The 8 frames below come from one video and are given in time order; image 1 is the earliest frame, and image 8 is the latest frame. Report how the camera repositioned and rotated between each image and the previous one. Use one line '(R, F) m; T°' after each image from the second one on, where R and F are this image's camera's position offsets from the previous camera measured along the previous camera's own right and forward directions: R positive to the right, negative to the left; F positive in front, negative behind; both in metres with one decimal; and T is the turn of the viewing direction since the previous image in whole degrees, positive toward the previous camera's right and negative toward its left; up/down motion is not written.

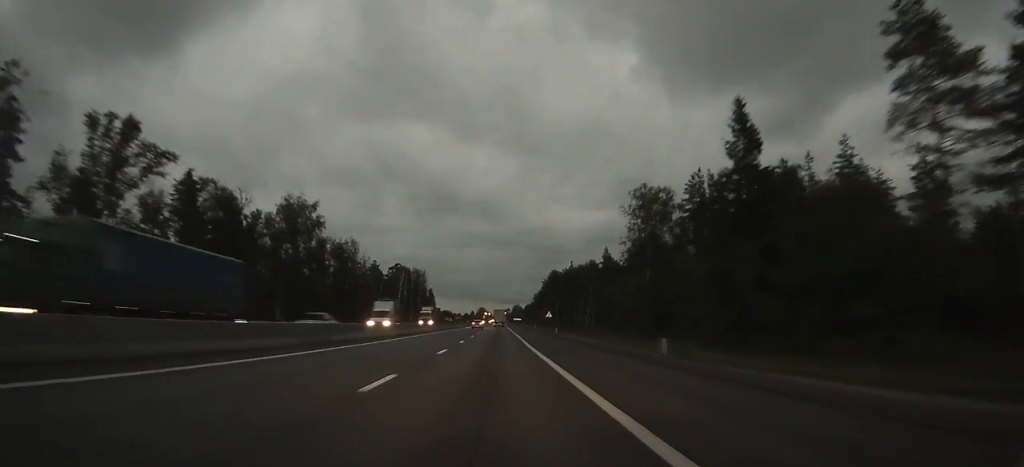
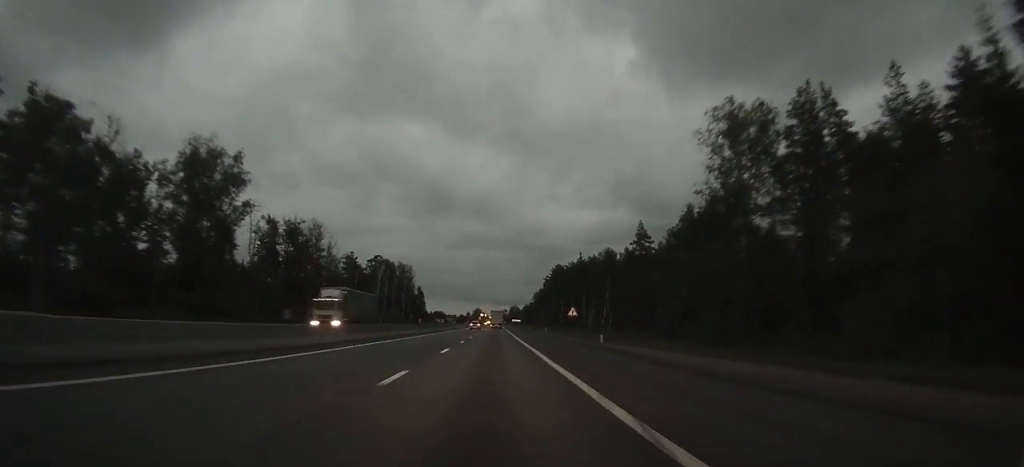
(-0.1, +34.6) m; 0°
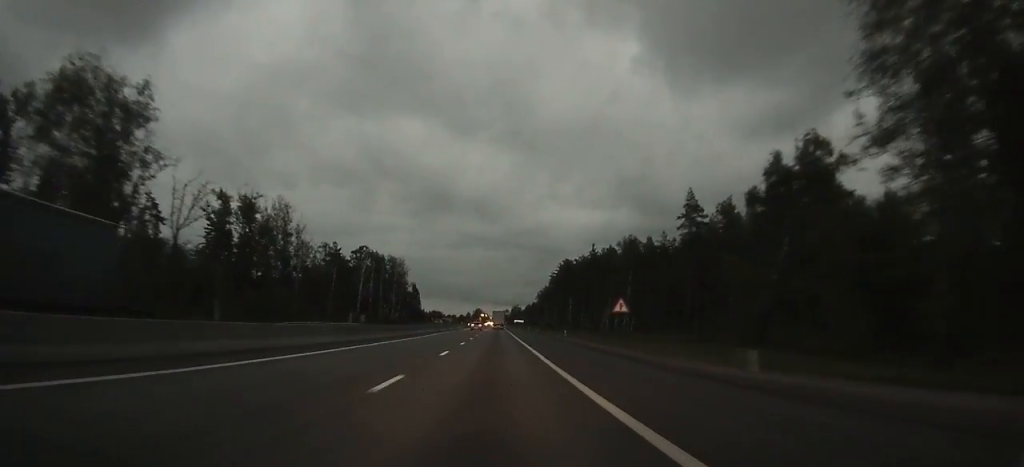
(0.0, +24.8) m; 0°
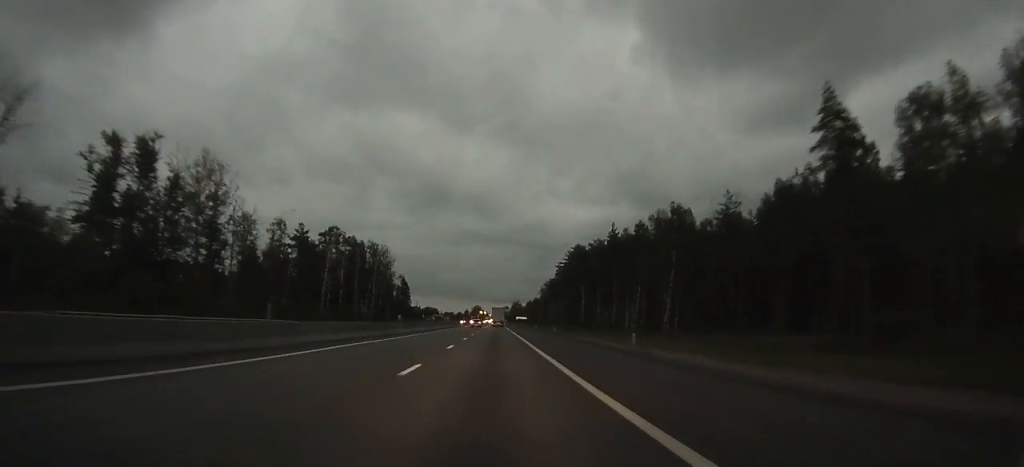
(+0.1, +33.2) m; 0°
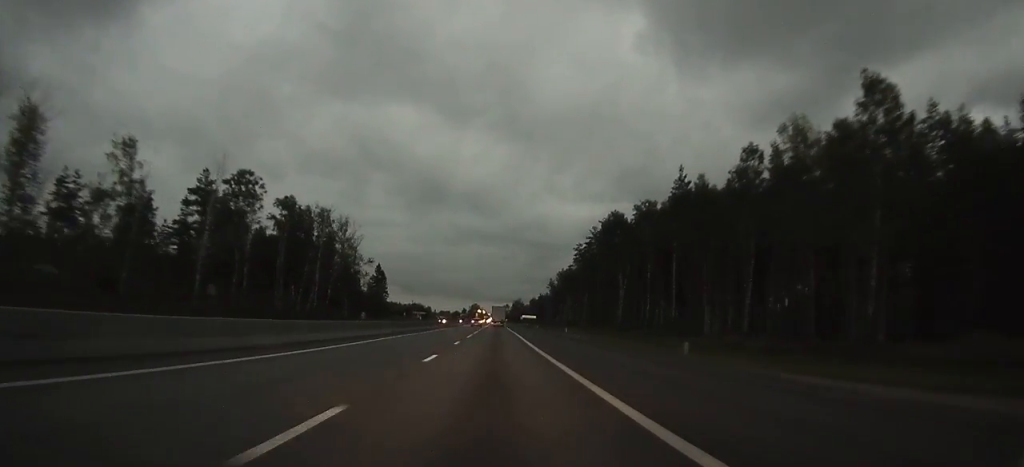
(-0.1, +56.5) m; 0°
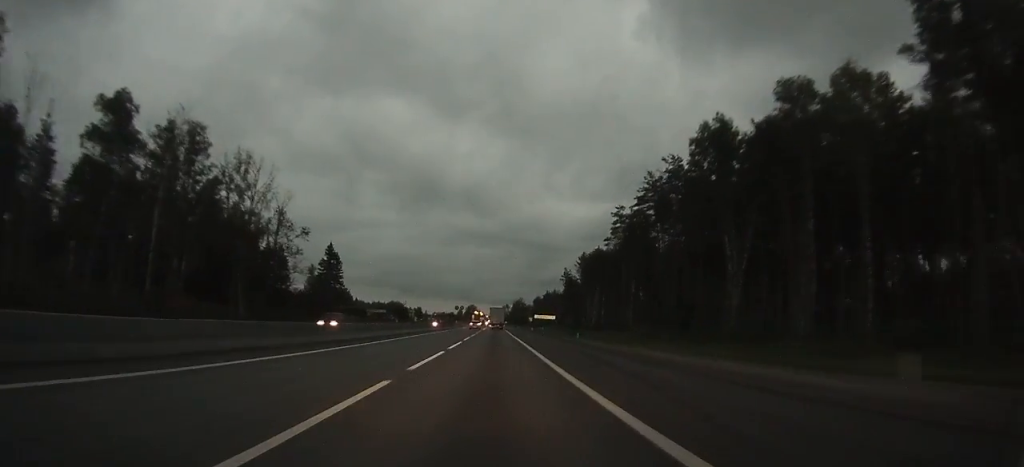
(+0.1, +61.5) m; 0°
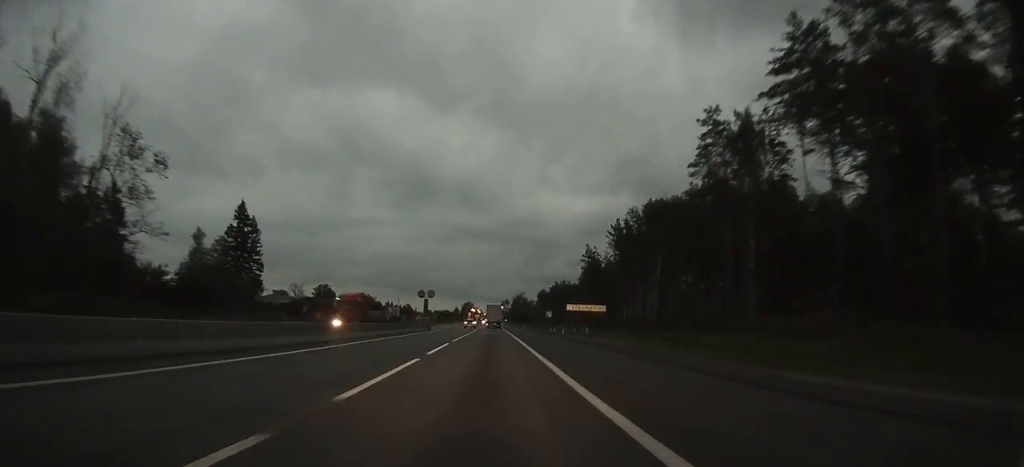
(+0.1, +54.4) m; 0°
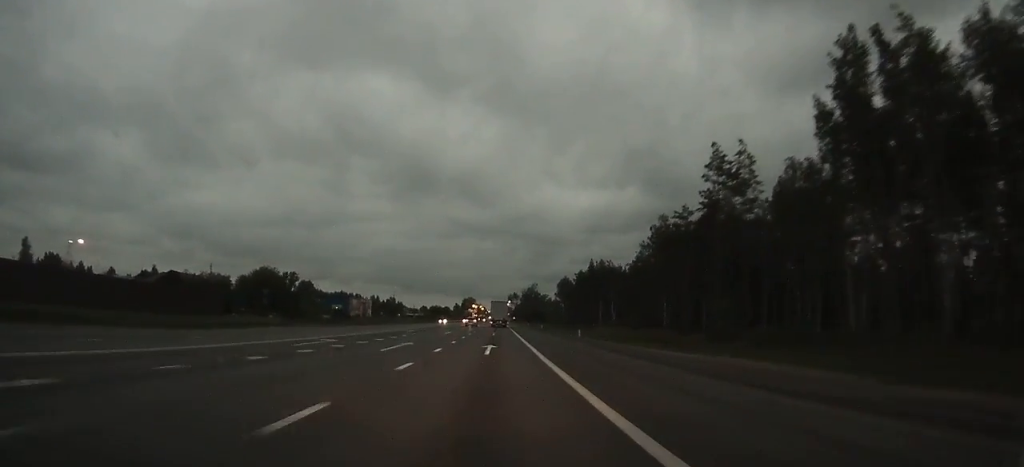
(0.0, +87.1) m; 0°
